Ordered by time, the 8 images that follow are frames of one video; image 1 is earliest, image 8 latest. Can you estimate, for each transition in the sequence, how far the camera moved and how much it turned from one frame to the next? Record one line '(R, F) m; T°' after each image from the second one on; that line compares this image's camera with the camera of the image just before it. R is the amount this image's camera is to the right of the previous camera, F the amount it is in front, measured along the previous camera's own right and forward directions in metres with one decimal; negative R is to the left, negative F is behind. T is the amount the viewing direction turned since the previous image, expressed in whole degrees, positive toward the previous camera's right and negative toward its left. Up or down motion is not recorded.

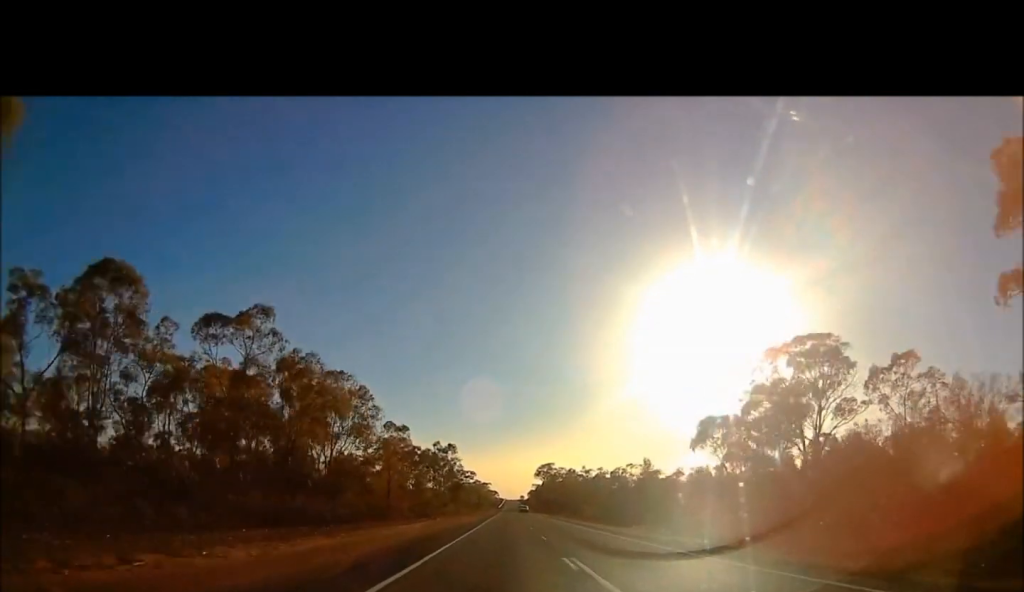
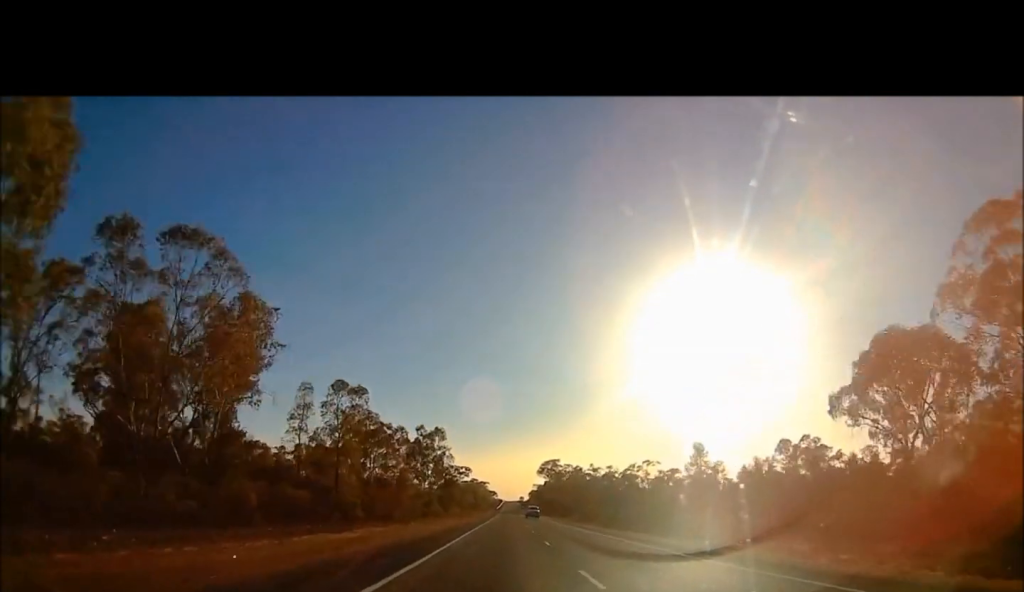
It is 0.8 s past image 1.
(0.0, +27.9) m; 0°
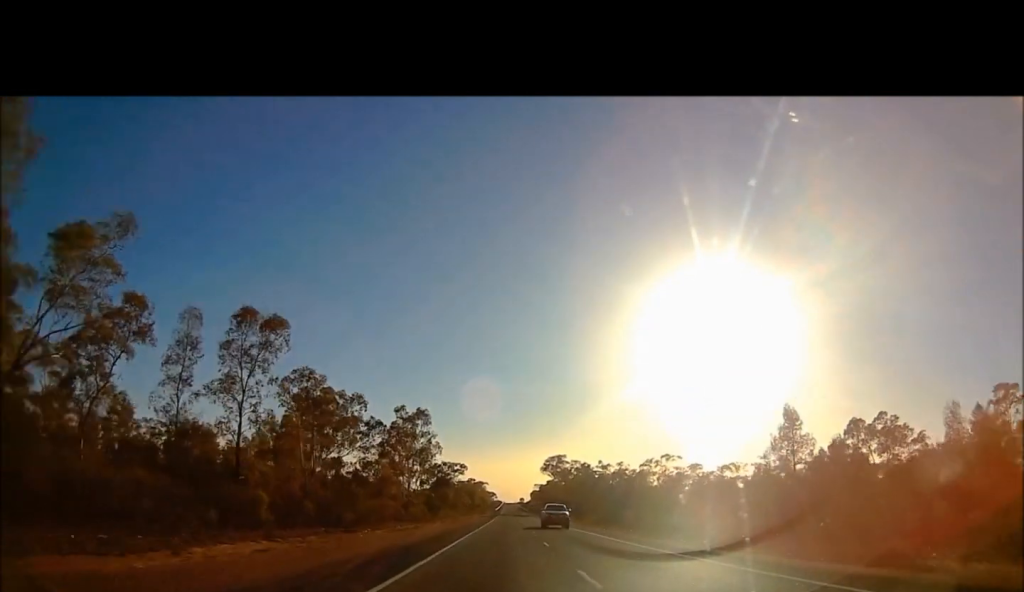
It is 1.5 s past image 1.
(+0.1, +27.6) m; -1°
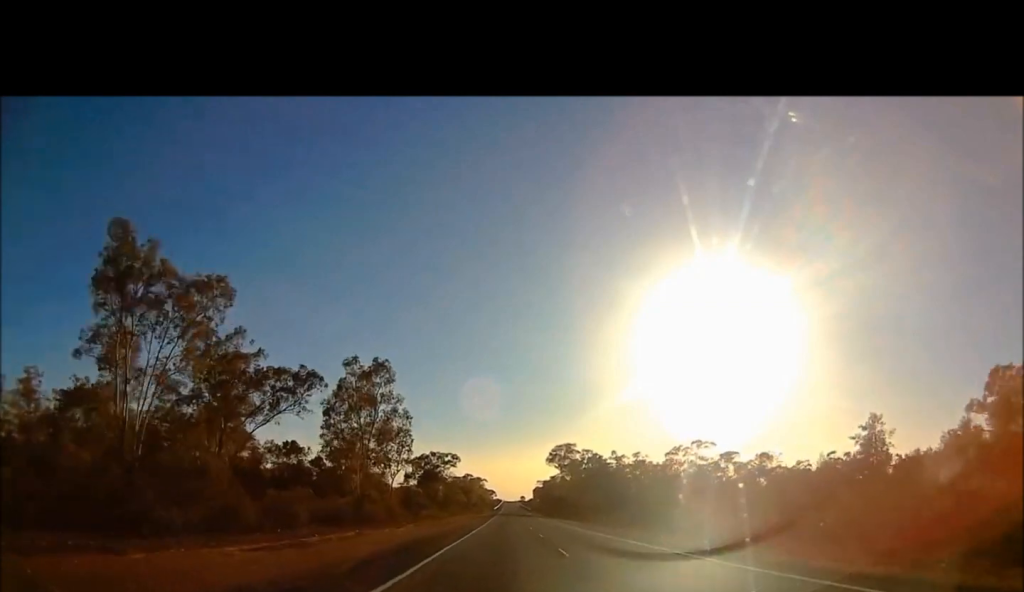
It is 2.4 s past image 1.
(-0.7, +32.9) m; -1°
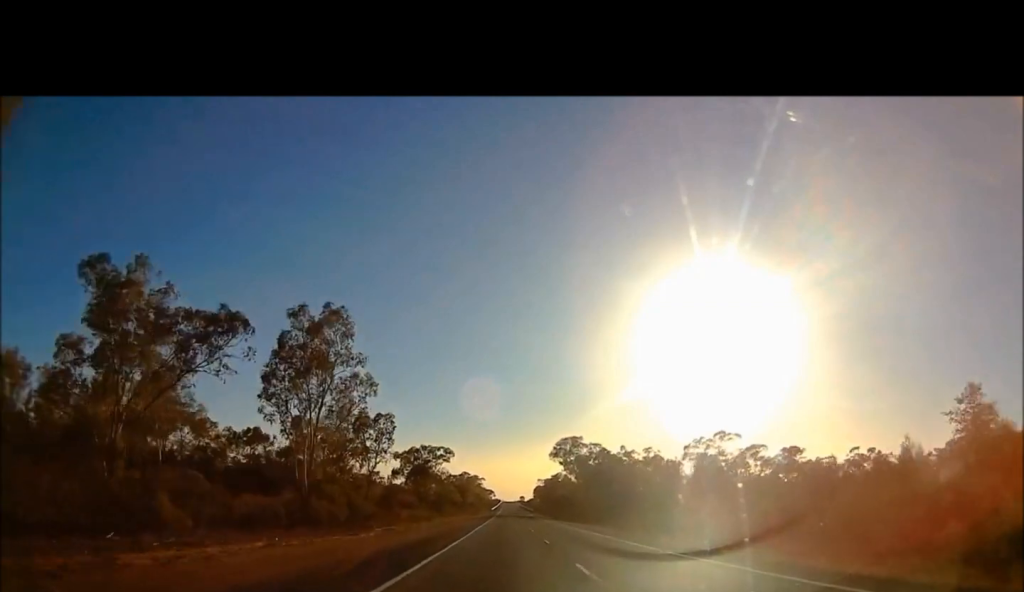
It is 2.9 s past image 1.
(-0.1, +17.9) m; 0°
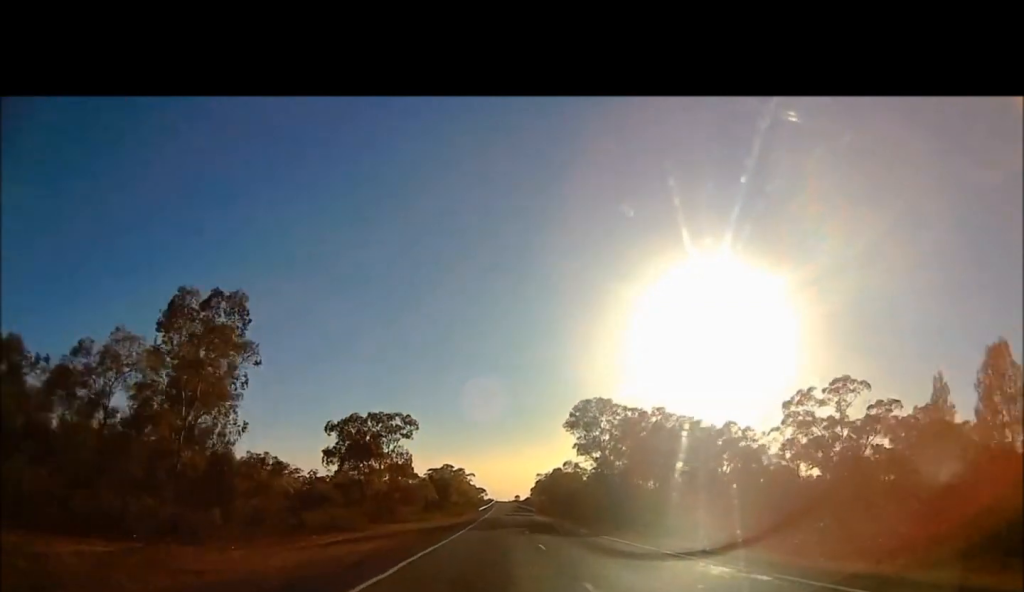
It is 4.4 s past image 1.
(+1.2, +49.0) m; -1°
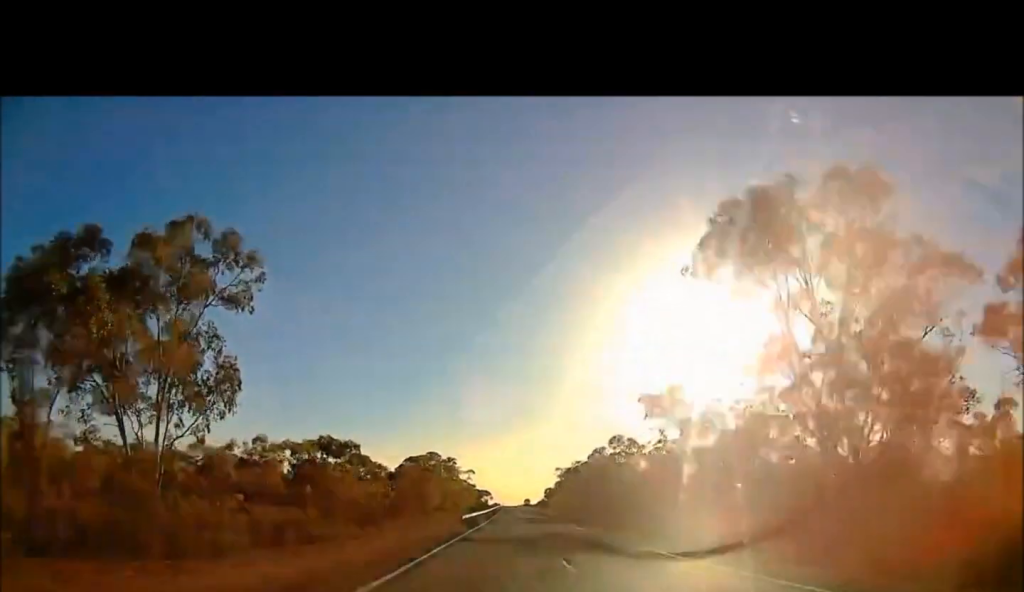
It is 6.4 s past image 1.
(+1.5, +58.1) m; +4°
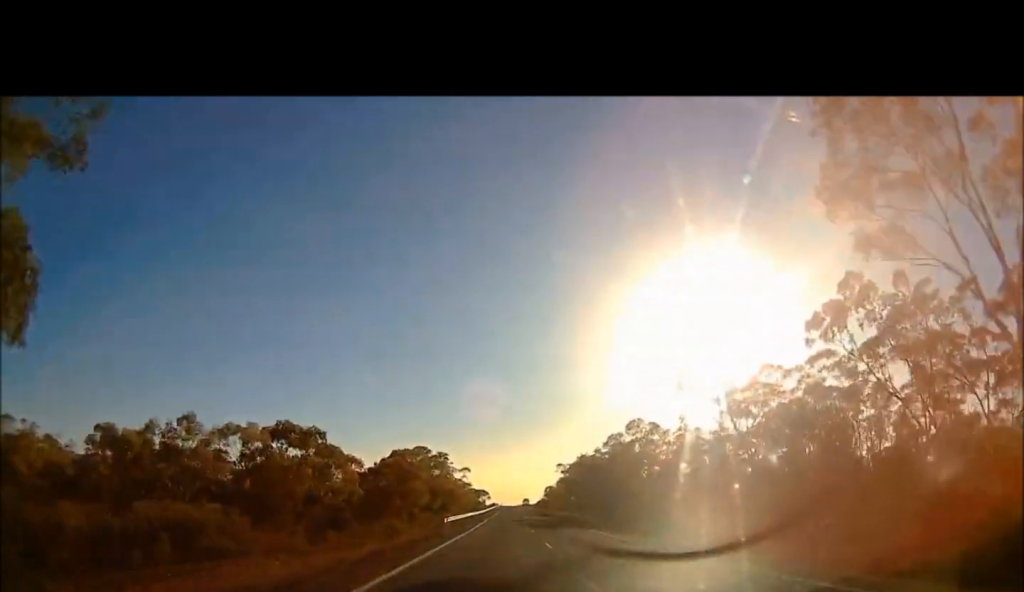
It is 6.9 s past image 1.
(+0.4, +18.0) m; 0°
